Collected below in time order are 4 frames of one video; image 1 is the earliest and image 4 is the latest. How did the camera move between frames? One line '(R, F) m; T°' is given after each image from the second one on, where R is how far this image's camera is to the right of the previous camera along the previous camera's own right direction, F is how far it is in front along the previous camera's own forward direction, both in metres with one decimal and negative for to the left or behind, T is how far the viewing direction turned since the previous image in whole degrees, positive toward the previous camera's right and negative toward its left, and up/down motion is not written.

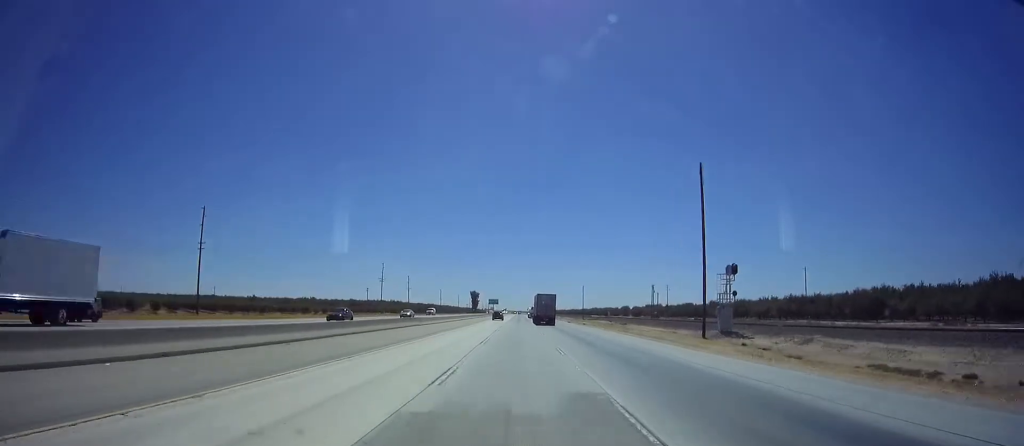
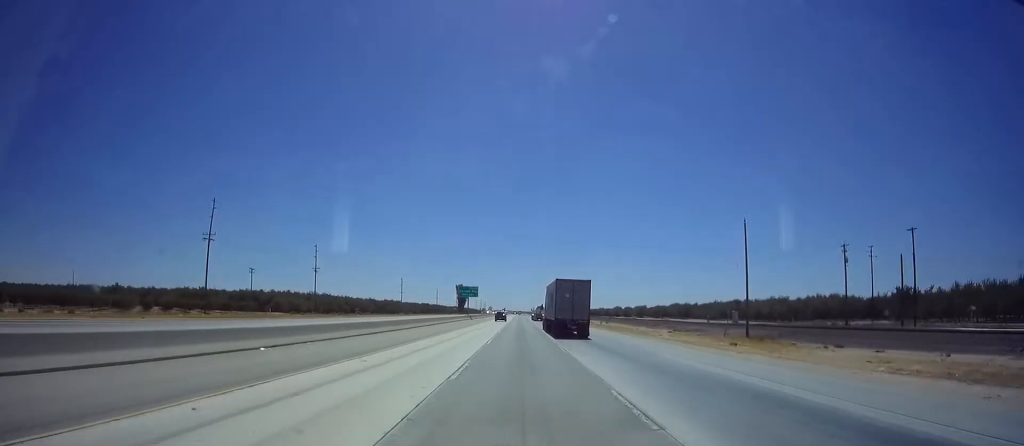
(+1.6, +115.6) m; 0°
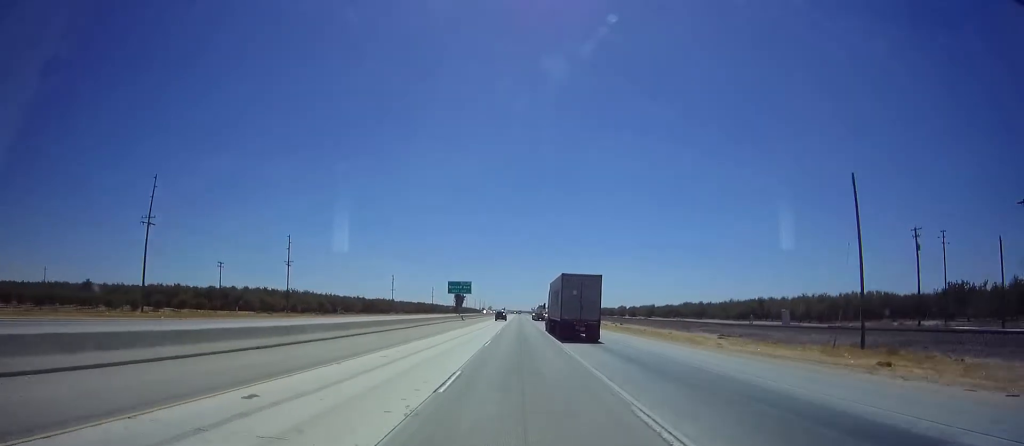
(-0.2, +16.7) m; 0°
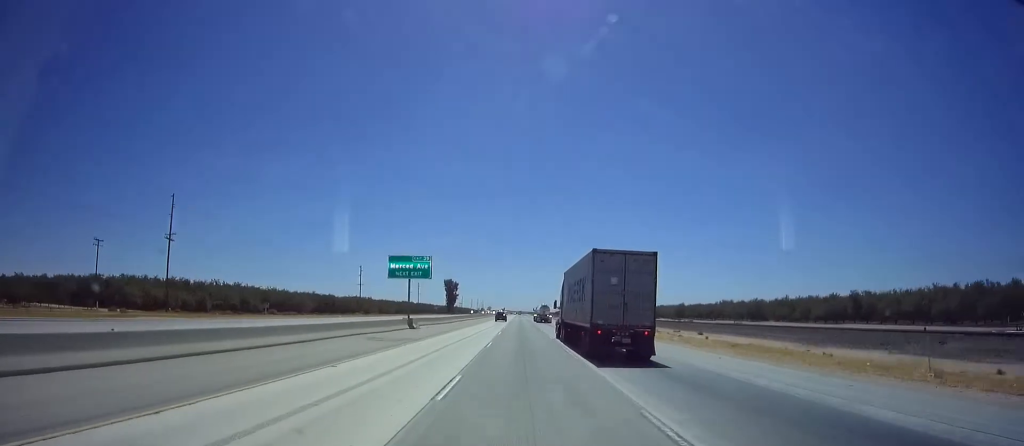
(0.0, +44.5) m; 0°
